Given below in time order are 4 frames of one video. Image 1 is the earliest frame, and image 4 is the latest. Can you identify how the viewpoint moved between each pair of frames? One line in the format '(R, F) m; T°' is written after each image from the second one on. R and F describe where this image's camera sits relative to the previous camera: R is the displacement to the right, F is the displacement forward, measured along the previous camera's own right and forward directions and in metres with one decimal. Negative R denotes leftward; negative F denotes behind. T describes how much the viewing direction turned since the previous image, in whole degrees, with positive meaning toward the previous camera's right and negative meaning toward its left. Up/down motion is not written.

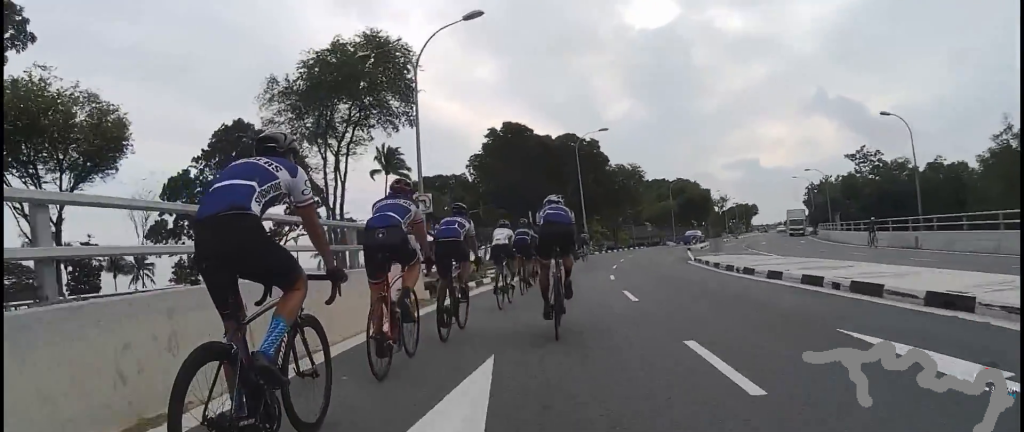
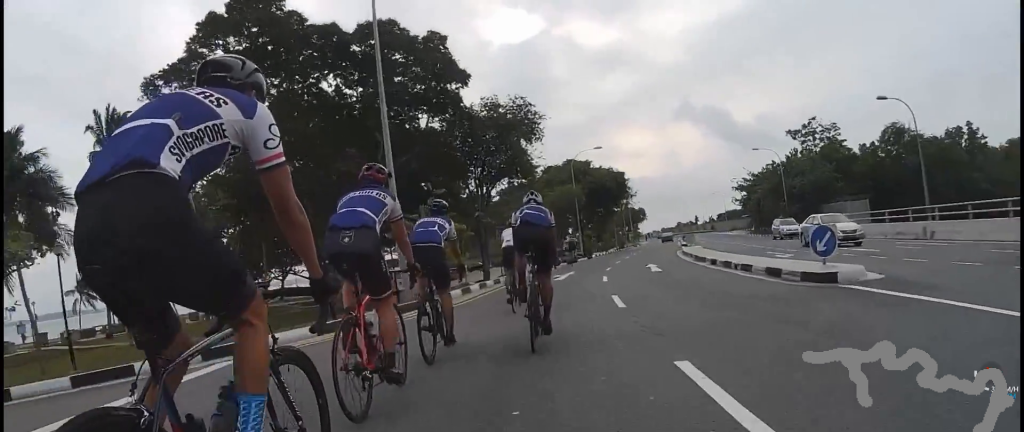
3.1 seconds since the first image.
(+2.5, +30.3) m; +11°
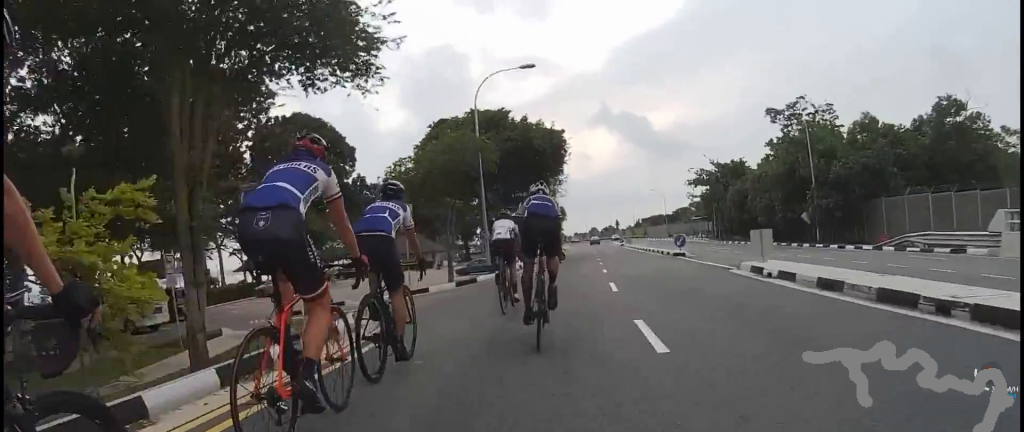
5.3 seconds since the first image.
(+1.1, +21.7) m; +8°
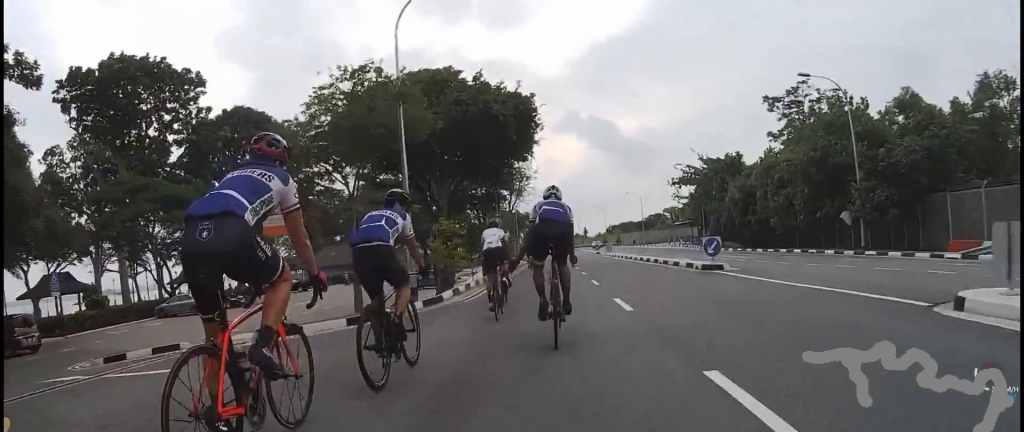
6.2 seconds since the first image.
(+0.4, +9.4) m; 0°
